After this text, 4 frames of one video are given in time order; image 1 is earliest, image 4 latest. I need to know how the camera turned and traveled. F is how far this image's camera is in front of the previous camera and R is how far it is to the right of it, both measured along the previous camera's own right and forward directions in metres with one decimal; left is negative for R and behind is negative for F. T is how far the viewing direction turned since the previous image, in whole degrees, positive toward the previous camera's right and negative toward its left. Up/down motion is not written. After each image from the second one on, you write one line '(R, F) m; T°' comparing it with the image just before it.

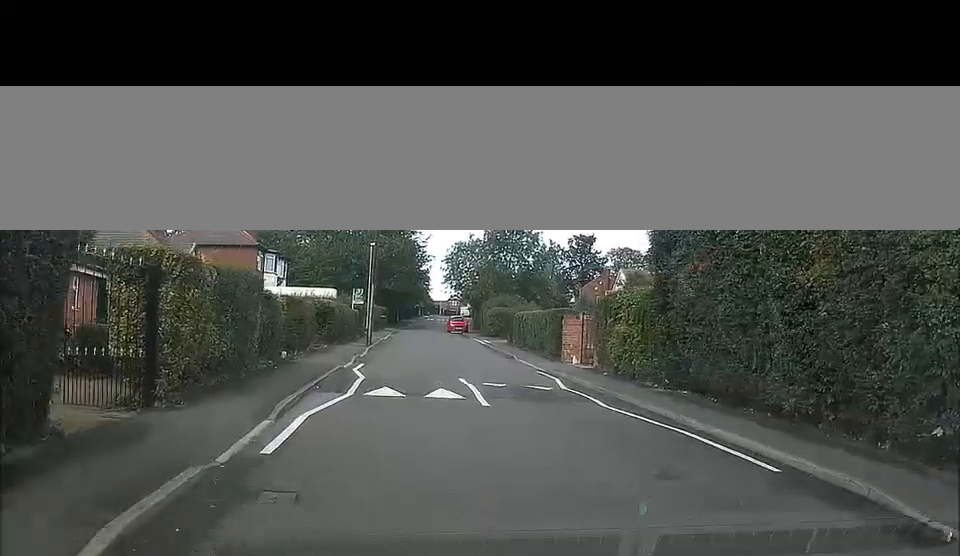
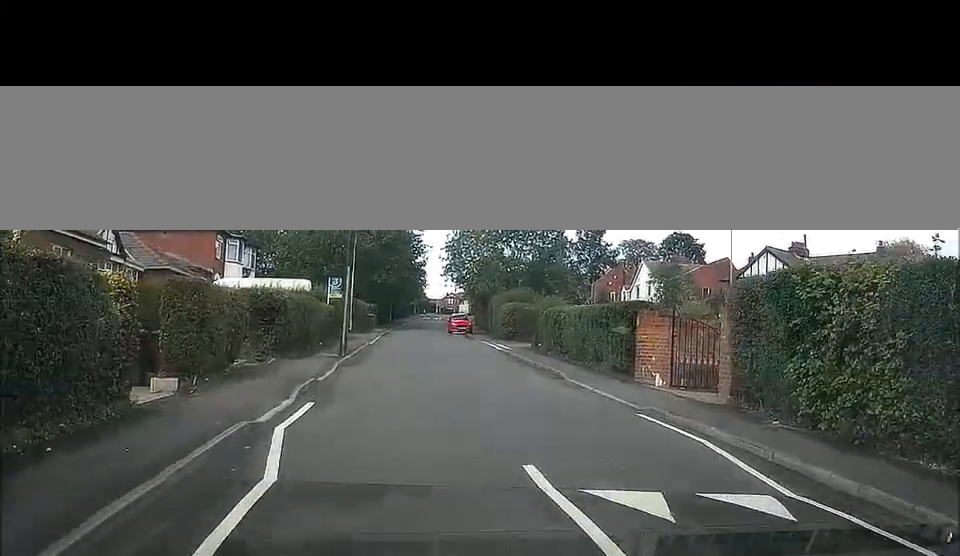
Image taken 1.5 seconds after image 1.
(+0.1, +12.1) m; +1°
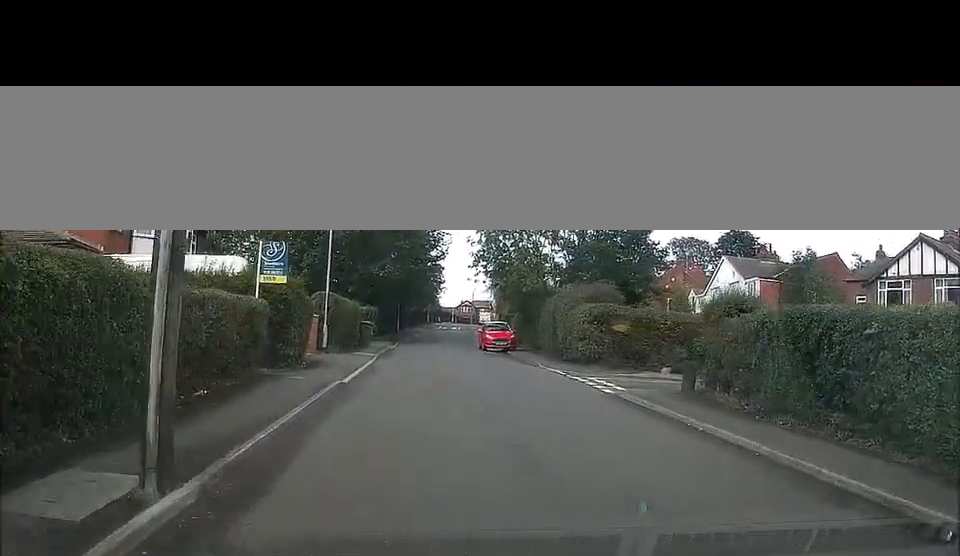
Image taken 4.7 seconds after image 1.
(+0.1, +16.4) m; 0°
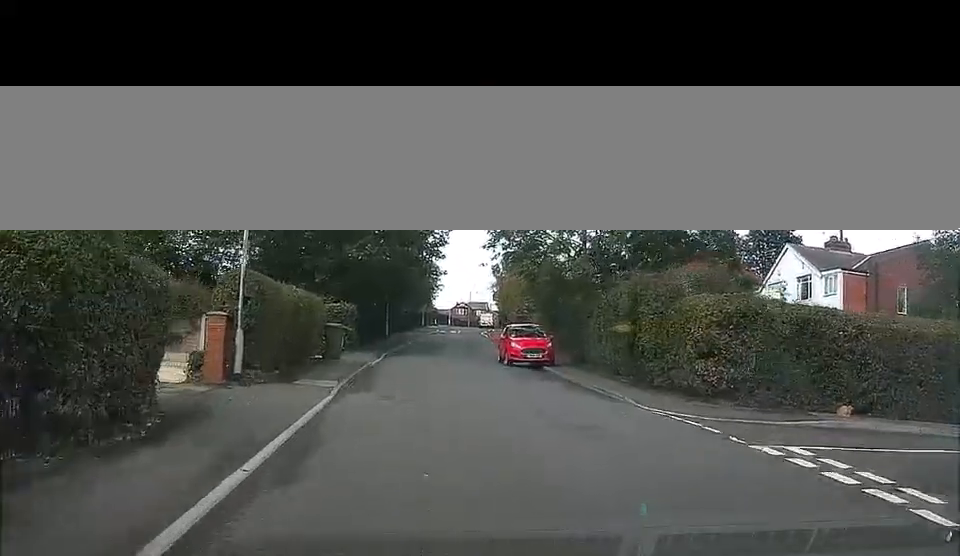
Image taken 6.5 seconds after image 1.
(-0.2, +11.0) m; -1°
